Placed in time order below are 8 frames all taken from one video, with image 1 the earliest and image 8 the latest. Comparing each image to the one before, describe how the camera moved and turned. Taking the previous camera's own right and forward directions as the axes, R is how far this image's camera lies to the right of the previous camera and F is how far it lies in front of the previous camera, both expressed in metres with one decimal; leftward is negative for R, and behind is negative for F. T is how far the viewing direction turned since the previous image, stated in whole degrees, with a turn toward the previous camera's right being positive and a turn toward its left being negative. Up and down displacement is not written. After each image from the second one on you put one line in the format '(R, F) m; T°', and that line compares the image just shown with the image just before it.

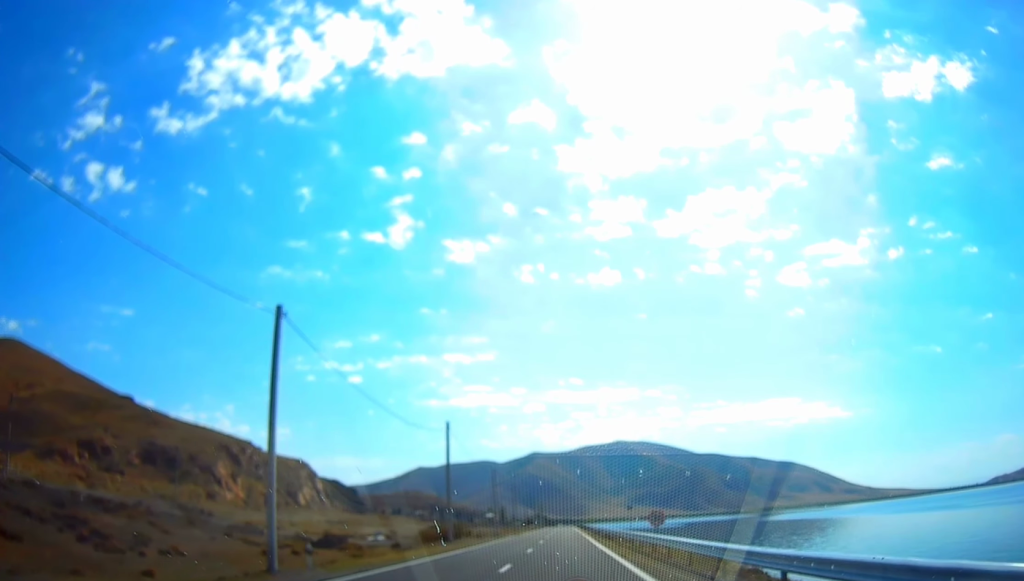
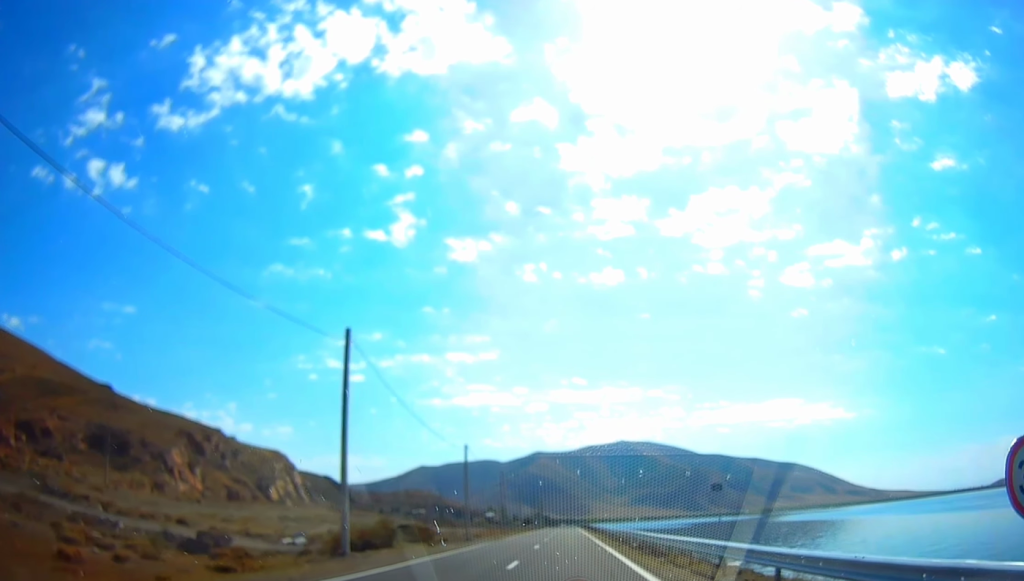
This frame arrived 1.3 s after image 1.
(+0.1, +23.6) m; +1°
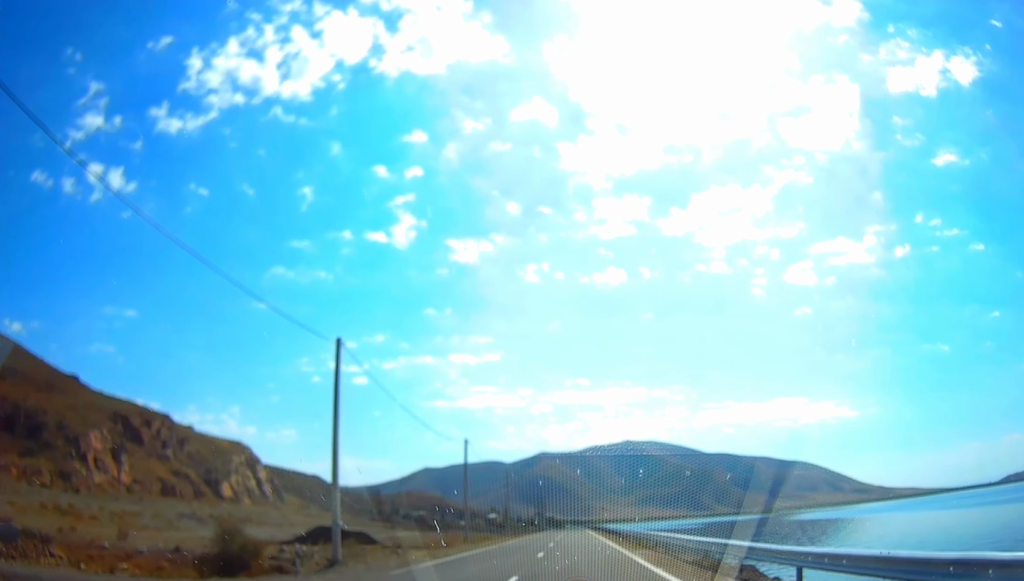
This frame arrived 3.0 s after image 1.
(+0.1, +32.0) m; -1°
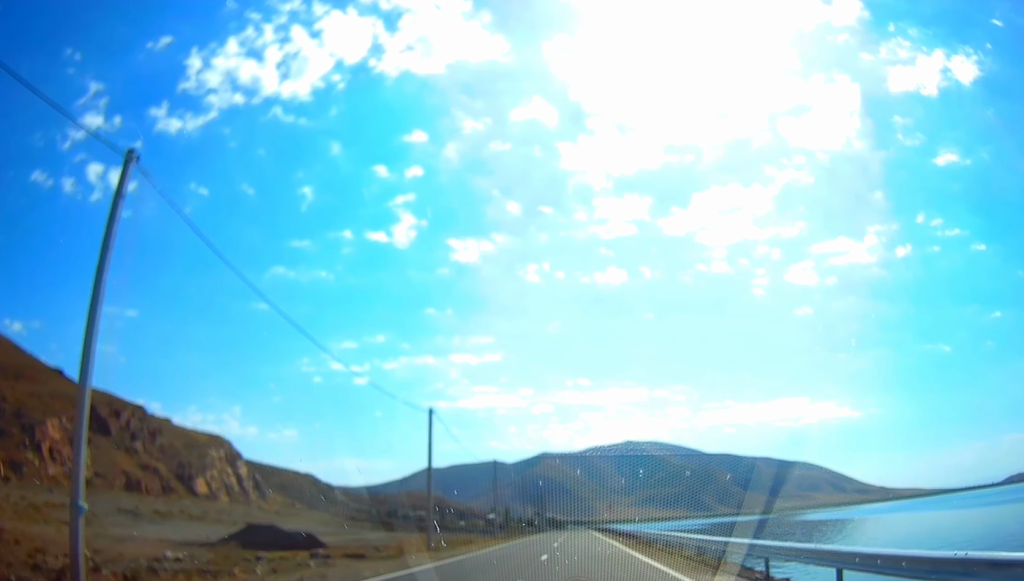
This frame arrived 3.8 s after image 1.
(-0.1, +13.6) m; -1°
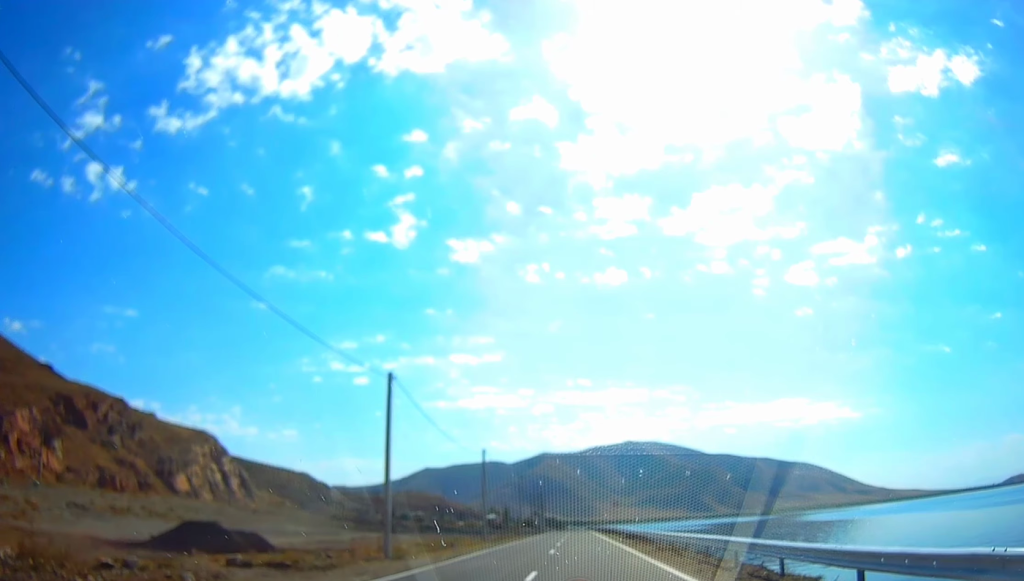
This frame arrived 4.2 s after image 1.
(-0.3, +8.5) m; +1°
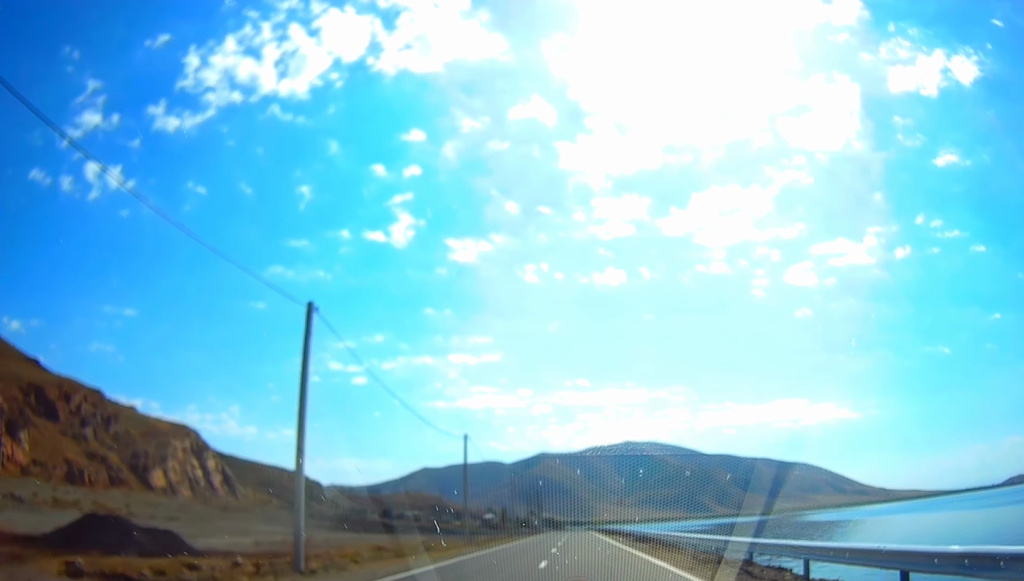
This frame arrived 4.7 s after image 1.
(0.0, +8.8) m; +1°
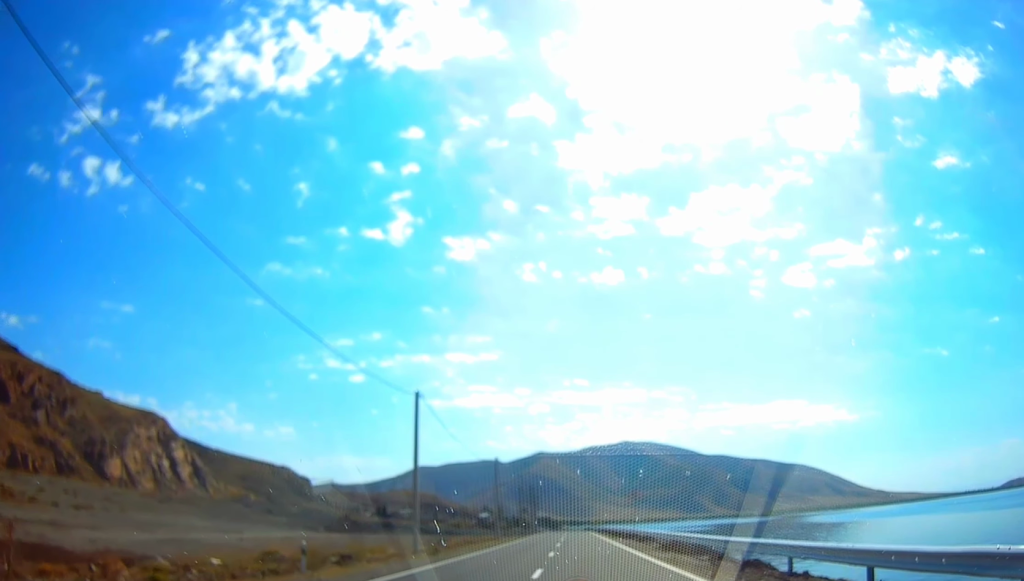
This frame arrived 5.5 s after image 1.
(+0.6, +14.7) m; +1°
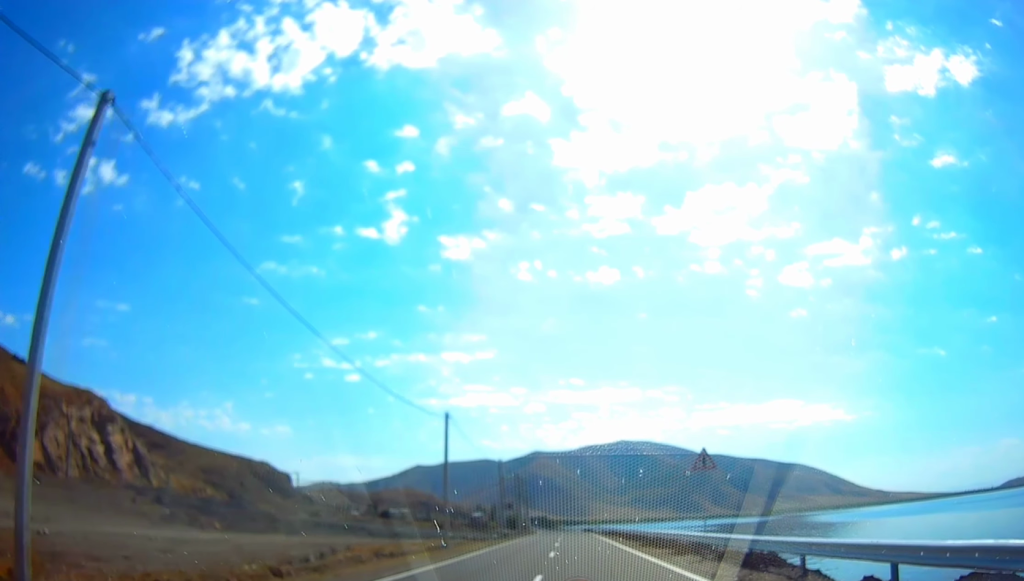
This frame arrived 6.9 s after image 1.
(-0.4, +24.4) m; -1°
